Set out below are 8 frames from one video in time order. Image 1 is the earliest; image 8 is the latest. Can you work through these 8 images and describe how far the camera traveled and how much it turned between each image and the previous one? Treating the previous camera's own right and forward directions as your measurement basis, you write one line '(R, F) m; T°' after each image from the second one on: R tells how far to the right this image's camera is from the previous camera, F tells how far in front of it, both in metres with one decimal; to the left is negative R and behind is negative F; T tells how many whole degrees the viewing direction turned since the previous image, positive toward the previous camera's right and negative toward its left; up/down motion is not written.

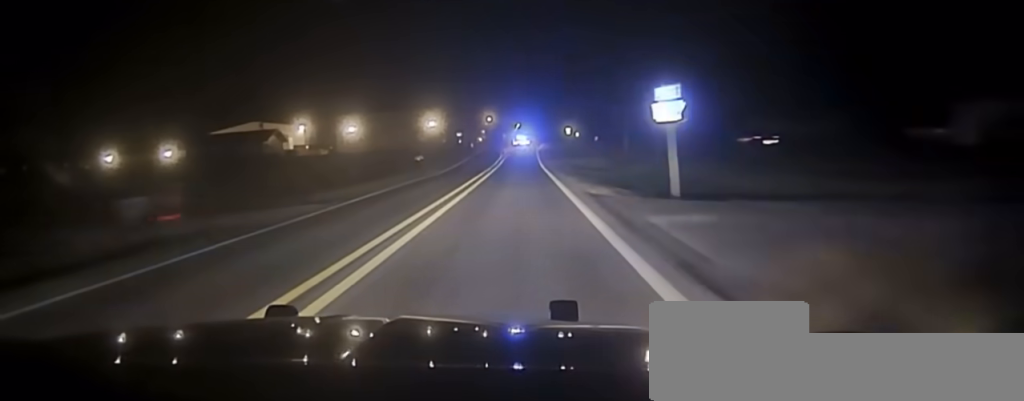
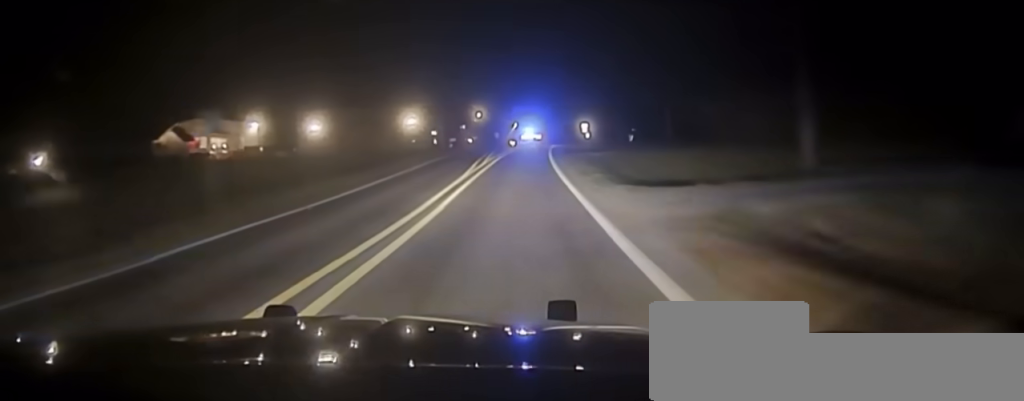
(0.0, +52.2) m; 0°
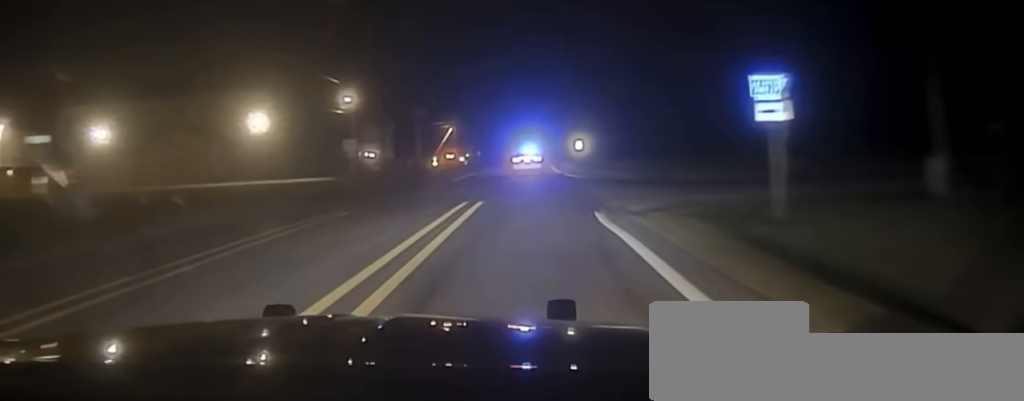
(+2.4, +101.0) m; +3°
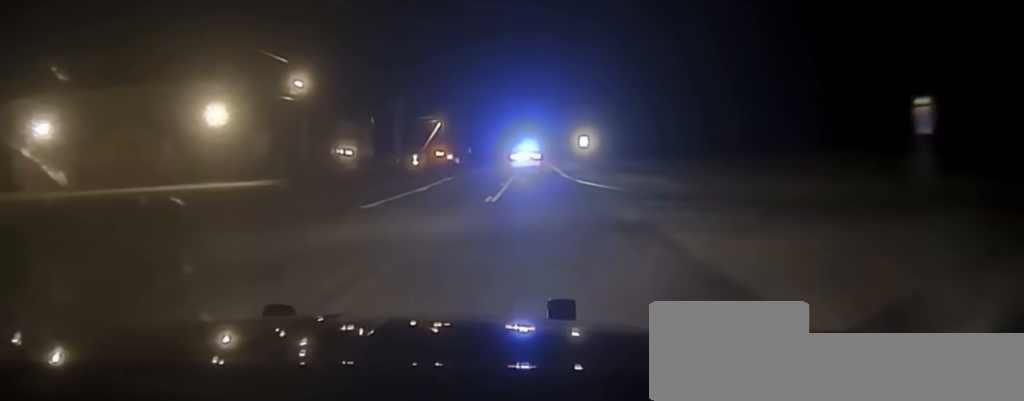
(0.0, +15.1) m; 0°
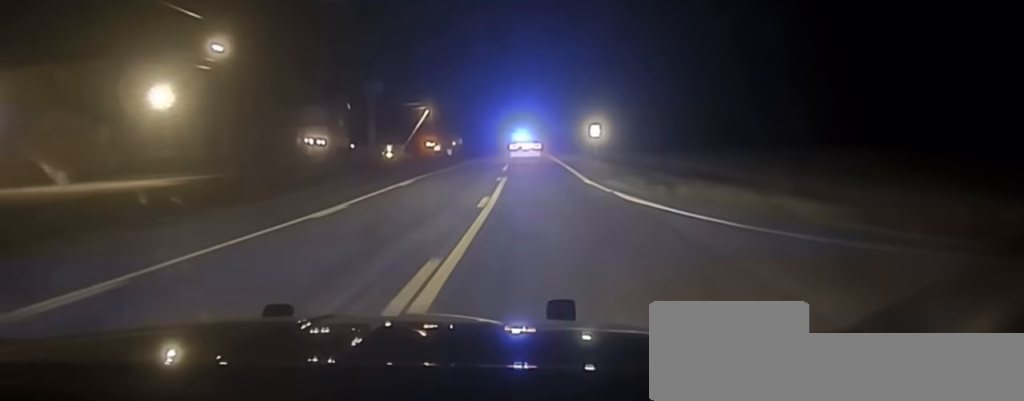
(+0.1, +17.1) m; 0°
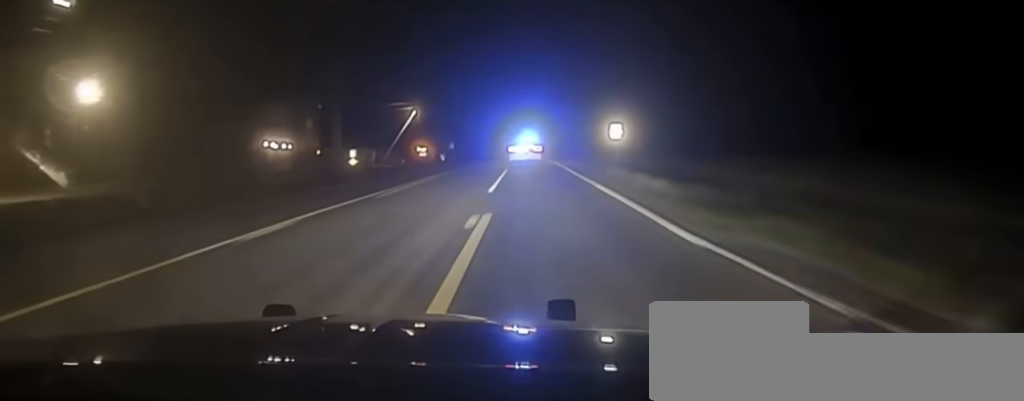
(+0.1, +17.7) m; 0°
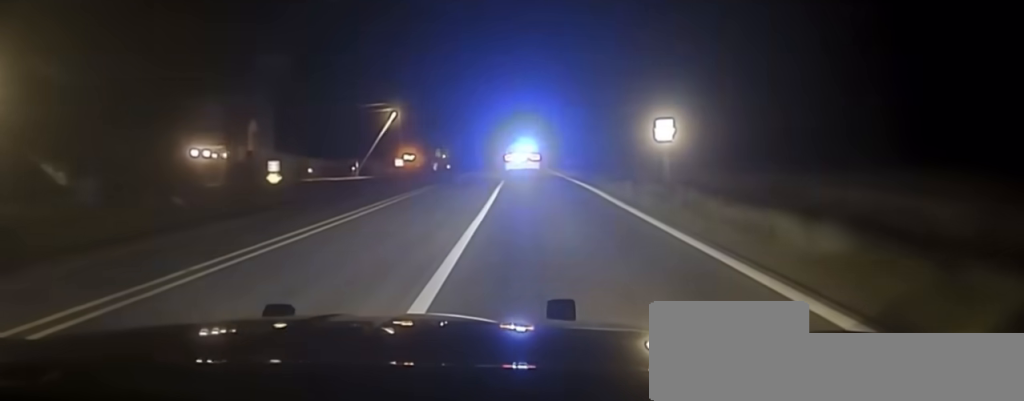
(0.0, +20.7) m; 0°
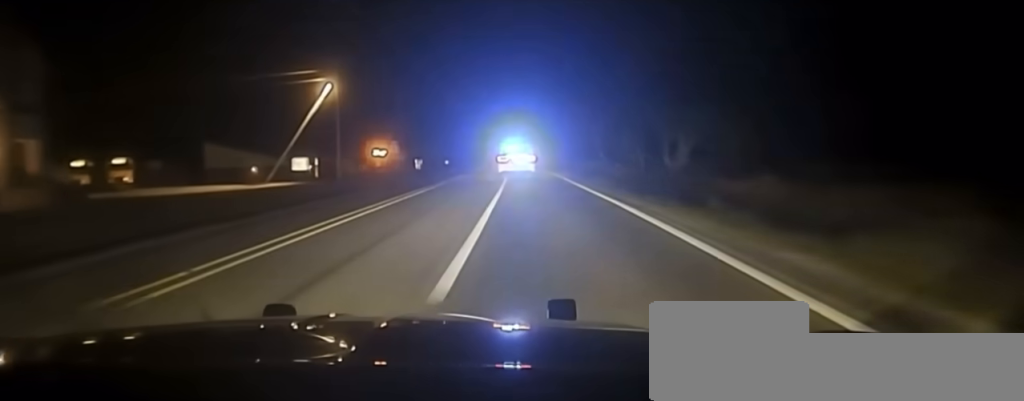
(0.0, +44.4) m; -1°
